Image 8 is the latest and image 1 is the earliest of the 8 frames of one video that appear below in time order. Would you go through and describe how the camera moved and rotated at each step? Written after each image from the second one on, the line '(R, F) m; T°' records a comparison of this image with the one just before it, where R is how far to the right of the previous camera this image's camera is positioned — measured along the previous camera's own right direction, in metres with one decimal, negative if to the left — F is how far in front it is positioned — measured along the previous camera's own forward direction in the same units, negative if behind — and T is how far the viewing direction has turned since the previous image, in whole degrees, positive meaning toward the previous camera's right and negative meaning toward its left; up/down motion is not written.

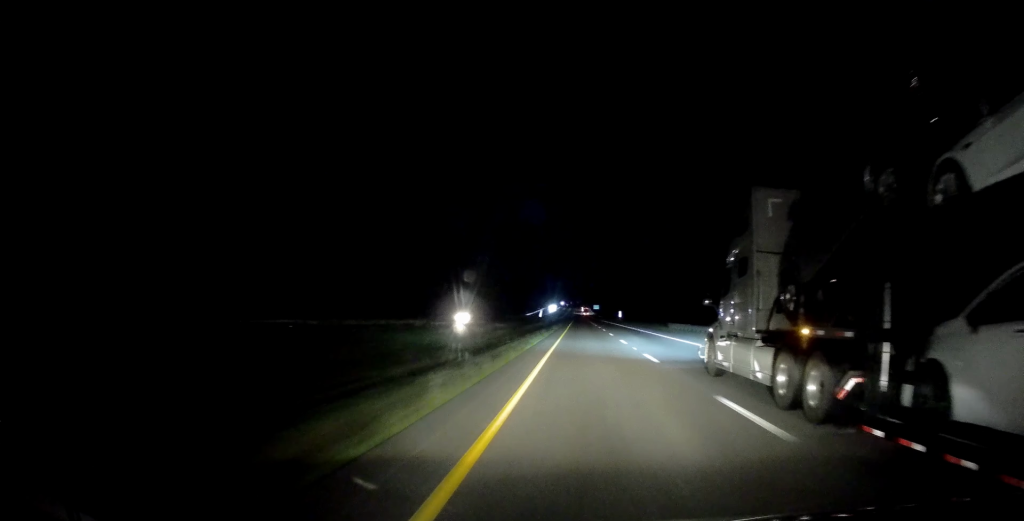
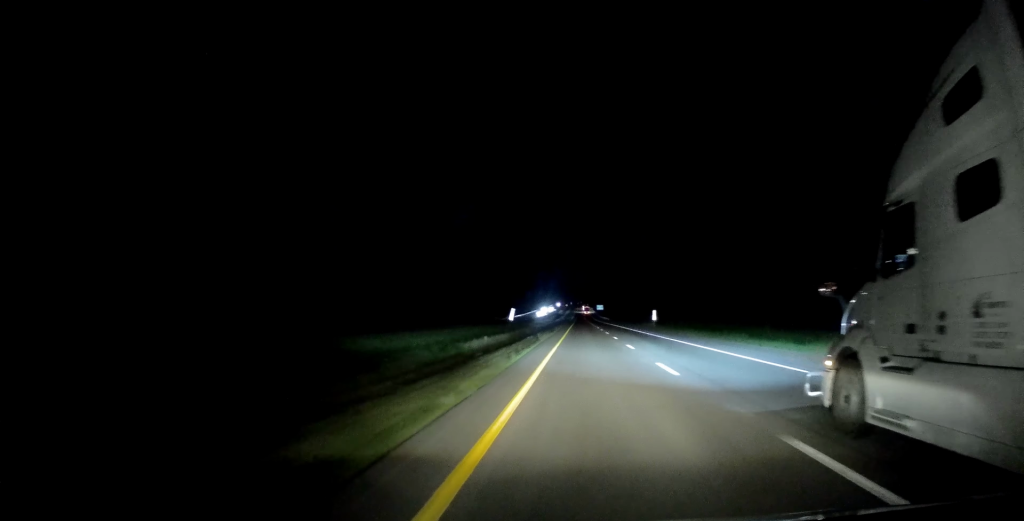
(-0.1, +63.8) m; 0°
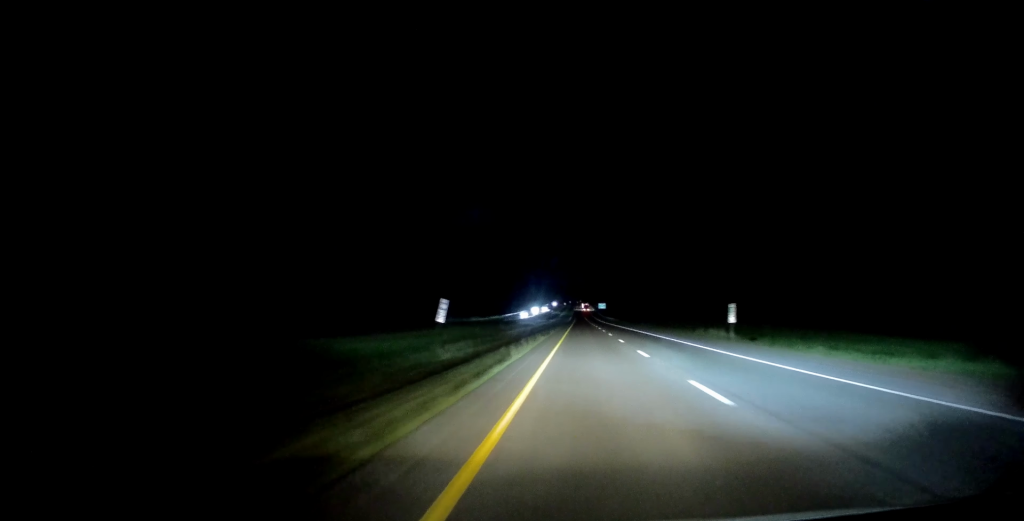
(-0.2, +41.2) m; -1°
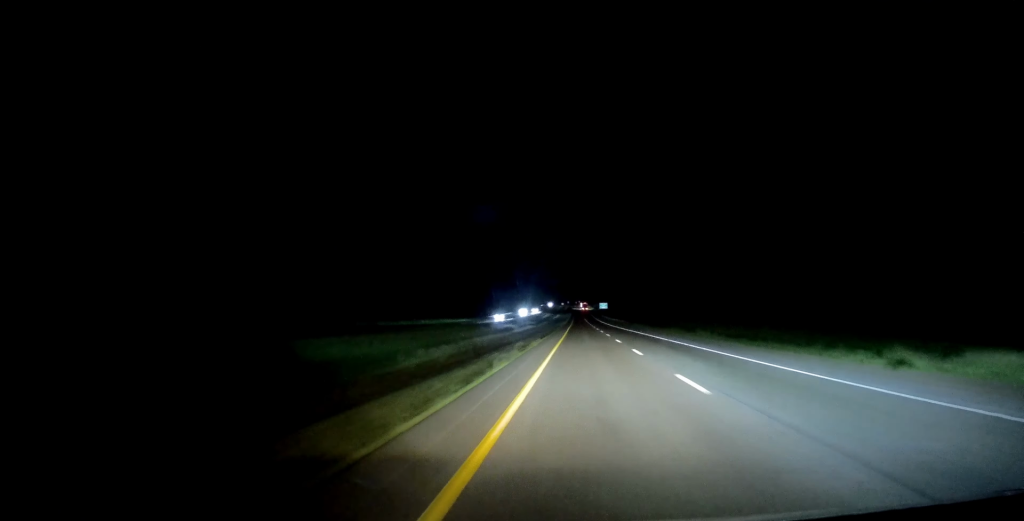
(-0.2, +34.1) m; 0°
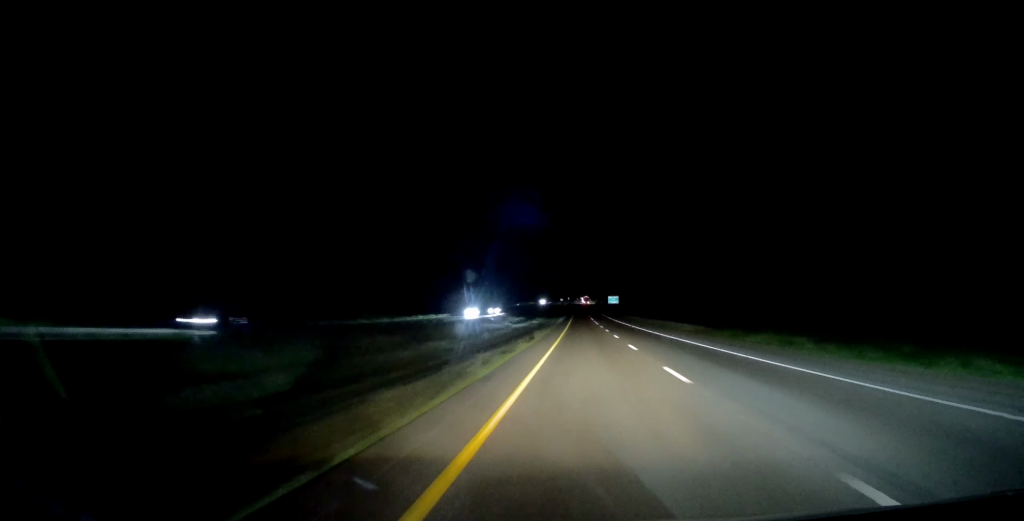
(+1.0, +70.6) m; +1°
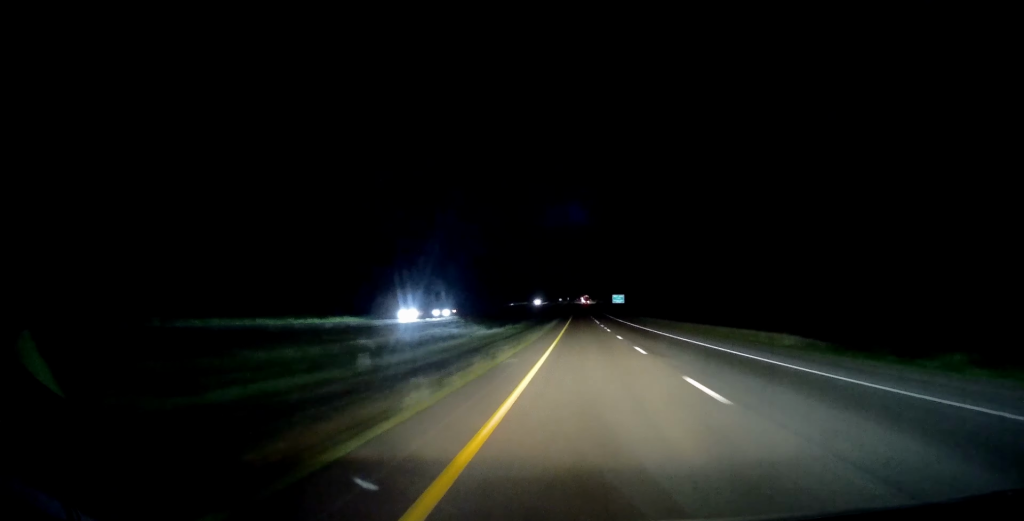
(-0.2, +27.5) m; 0°
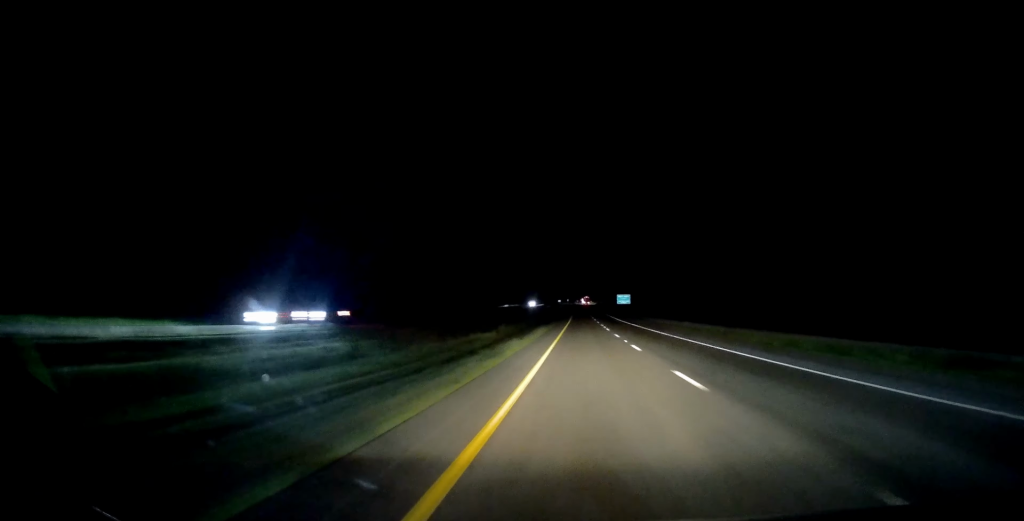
(+0.3, +23.7) m; 0°
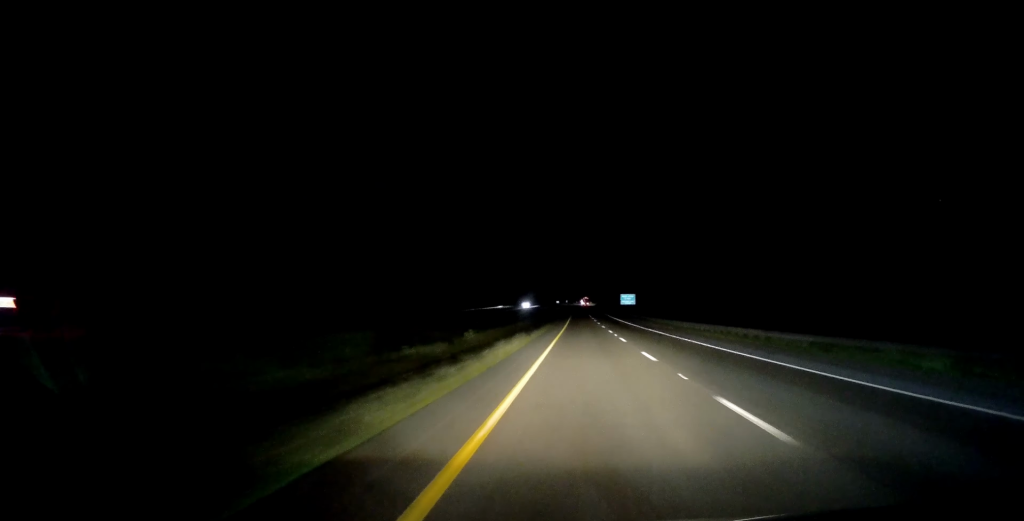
(0.0, +17.4) m; 0°
